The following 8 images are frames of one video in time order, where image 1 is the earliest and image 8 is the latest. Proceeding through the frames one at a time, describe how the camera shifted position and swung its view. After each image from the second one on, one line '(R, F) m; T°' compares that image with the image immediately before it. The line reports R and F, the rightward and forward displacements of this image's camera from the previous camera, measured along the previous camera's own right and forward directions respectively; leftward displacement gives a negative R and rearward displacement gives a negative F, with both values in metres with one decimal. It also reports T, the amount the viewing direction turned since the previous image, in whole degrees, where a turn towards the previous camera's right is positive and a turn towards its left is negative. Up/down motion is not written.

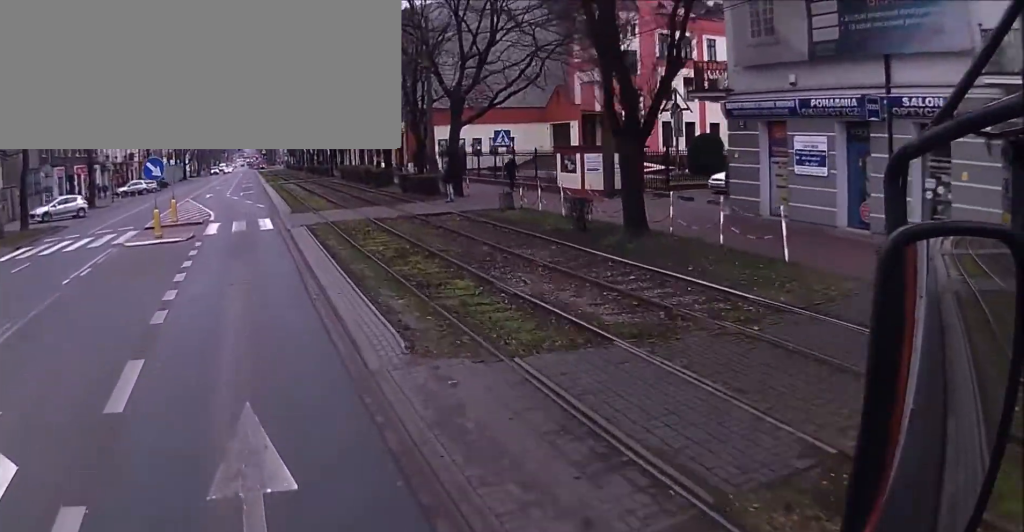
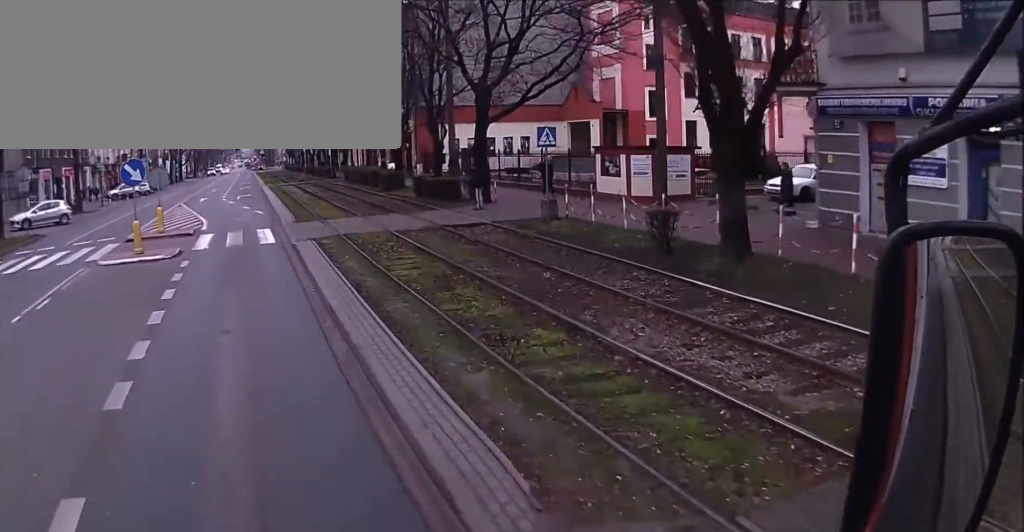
(0.0, +3.7) m; +1°
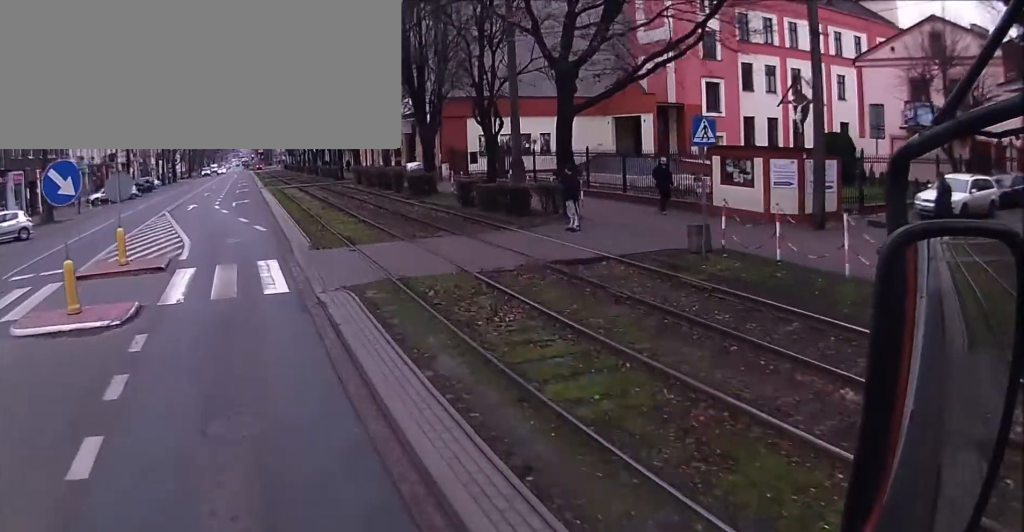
(+0.2, +7.2) m; +1°
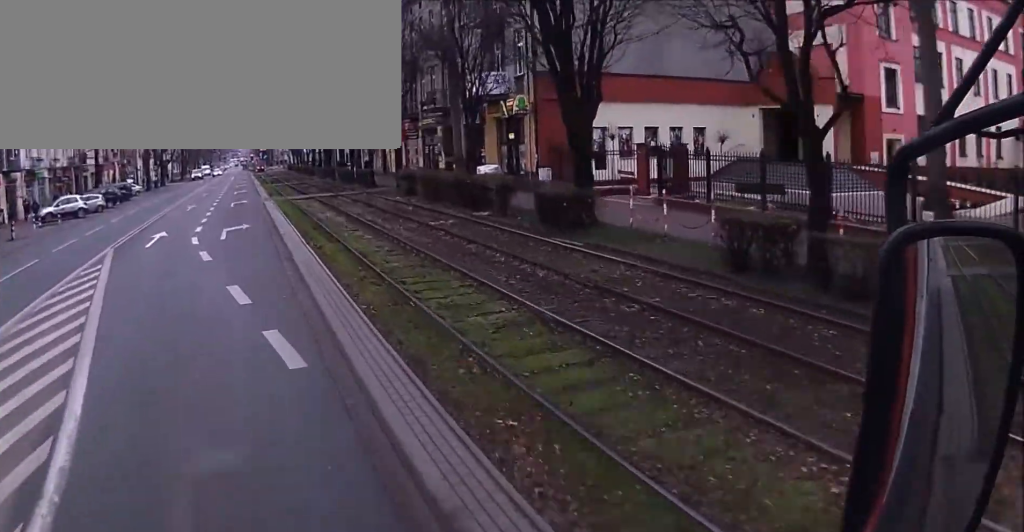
(0.0, +15.2) m; -1°
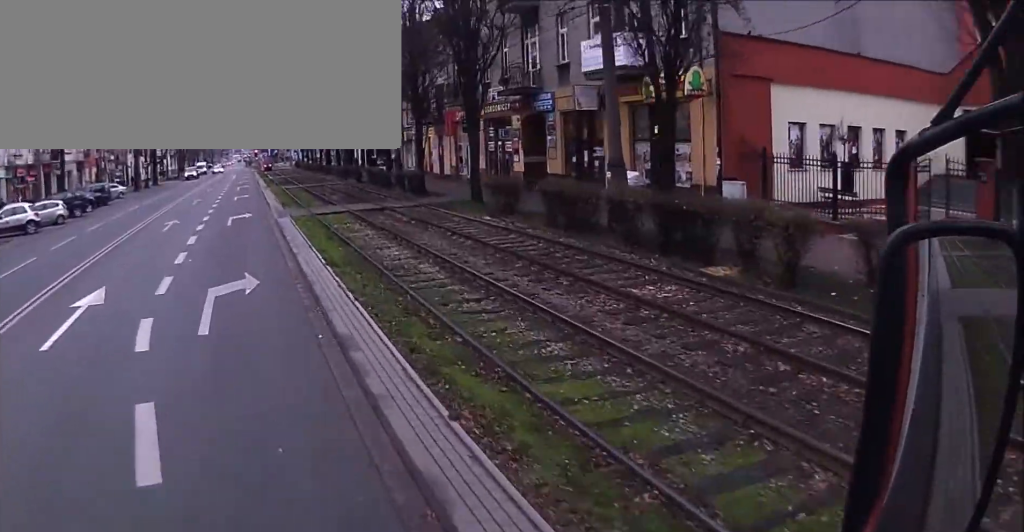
(-0.3, +12.3) m; -1°
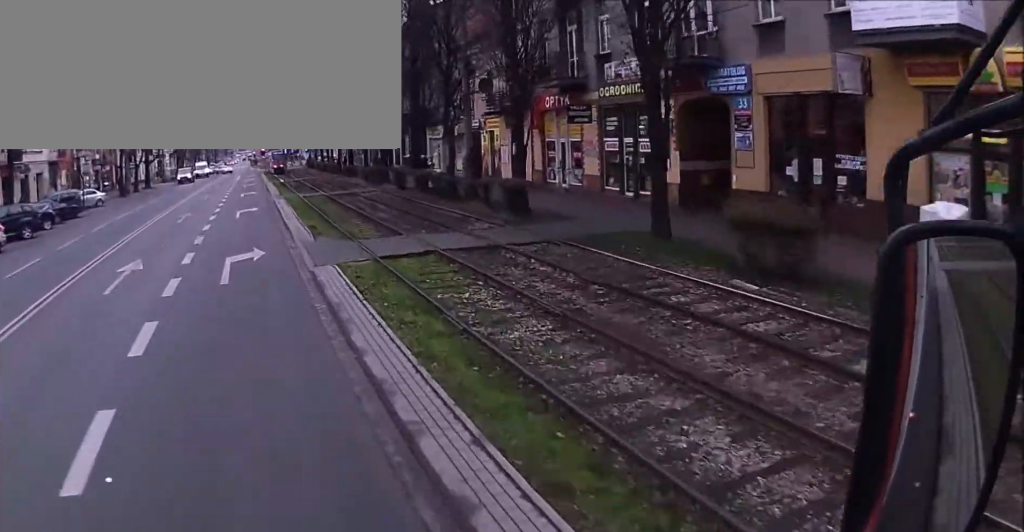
(+0.1, +12.3) m; +1°
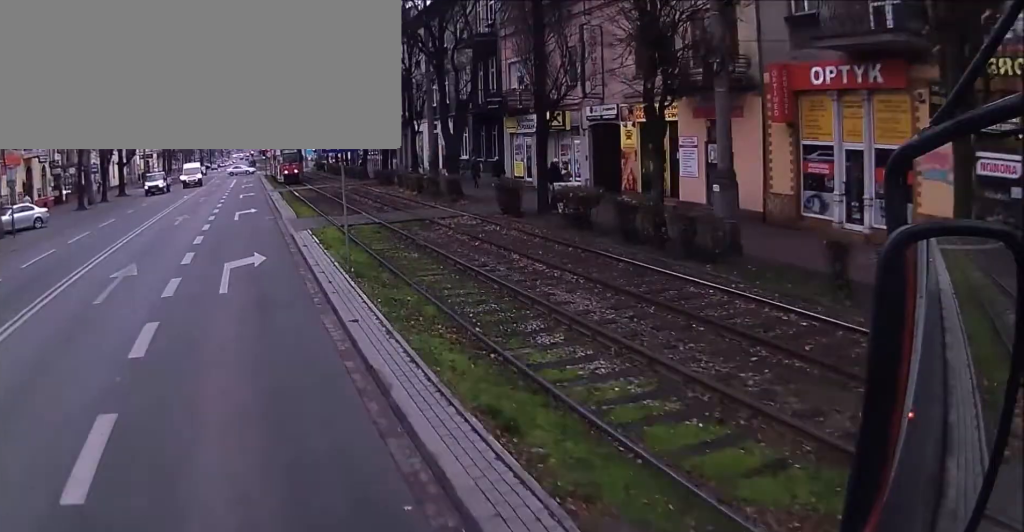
(+0.1, +16.5) m; 0°
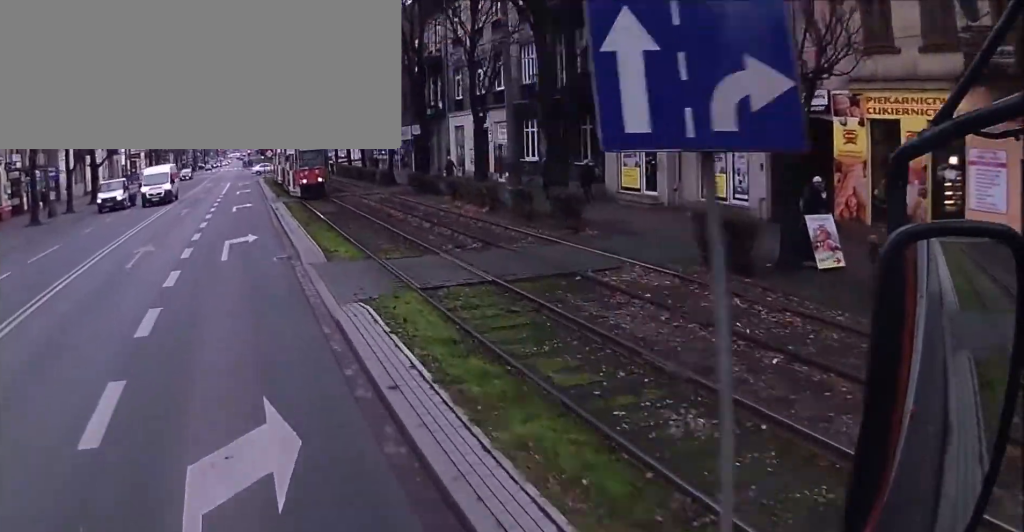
(-0.1, +11.3) m; -2°
